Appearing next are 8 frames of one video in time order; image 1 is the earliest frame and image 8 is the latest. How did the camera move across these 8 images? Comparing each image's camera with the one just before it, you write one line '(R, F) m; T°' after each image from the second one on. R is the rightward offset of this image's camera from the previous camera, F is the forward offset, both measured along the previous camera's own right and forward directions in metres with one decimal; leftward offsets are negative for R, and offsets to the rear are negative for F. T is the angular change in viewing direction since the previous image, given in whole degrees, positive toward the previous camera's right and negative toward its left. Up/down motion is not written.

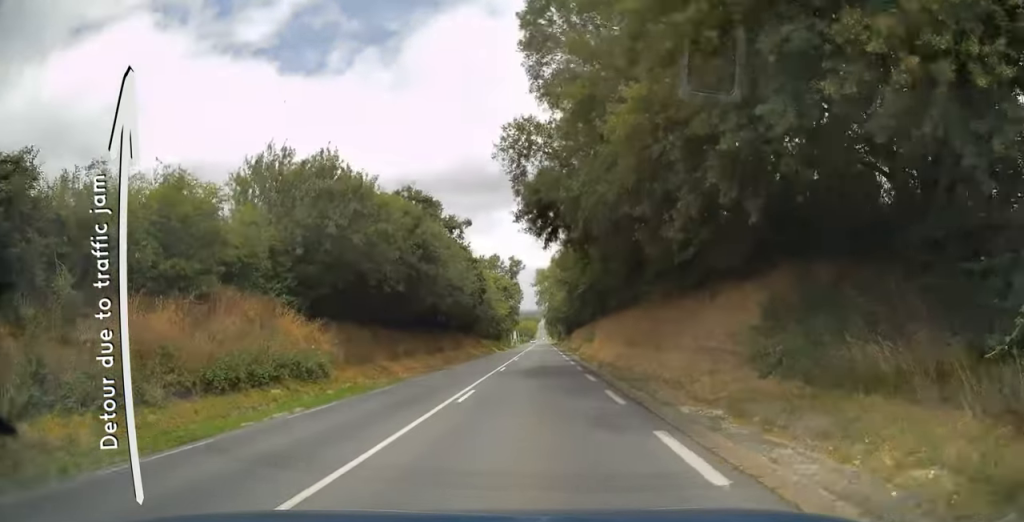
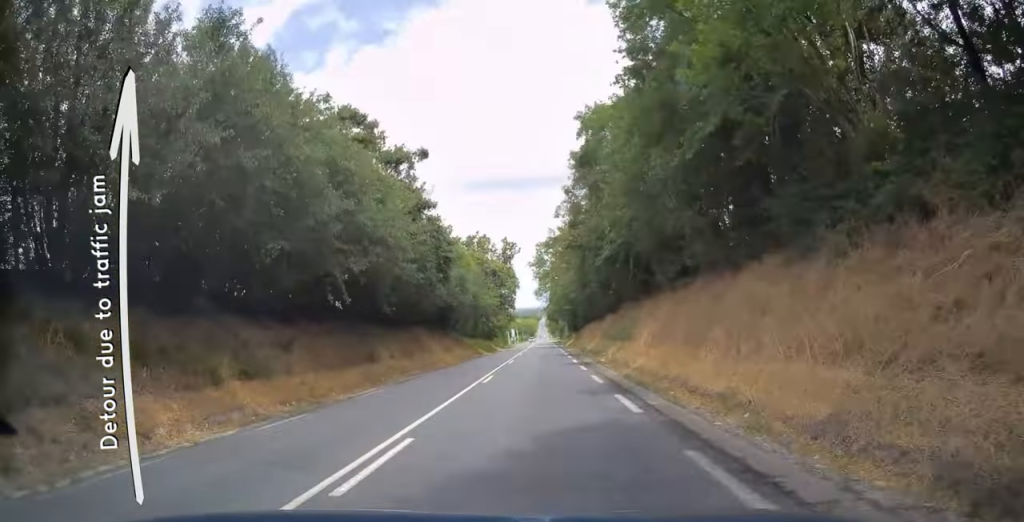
(0.0, +21.2) m; 0°
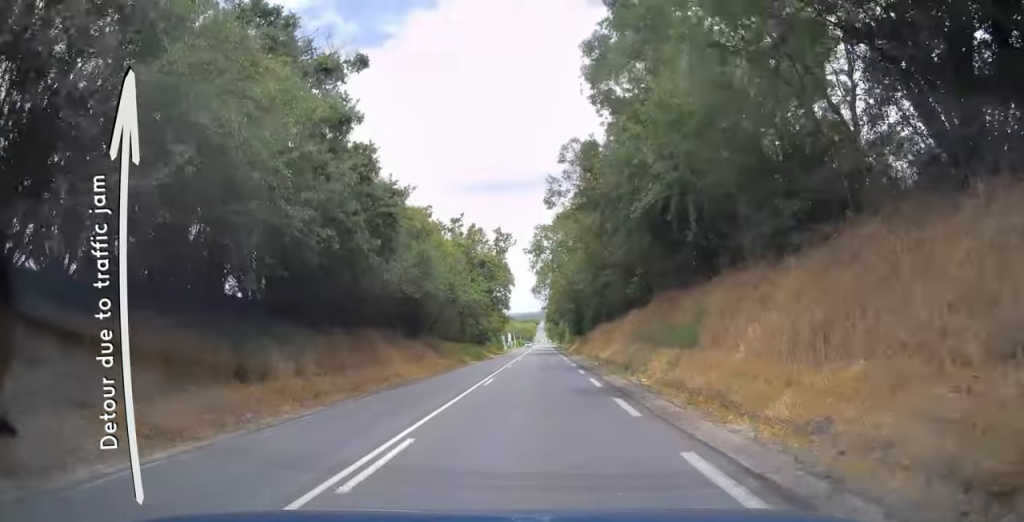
(0.0, +13.0) m; 0°
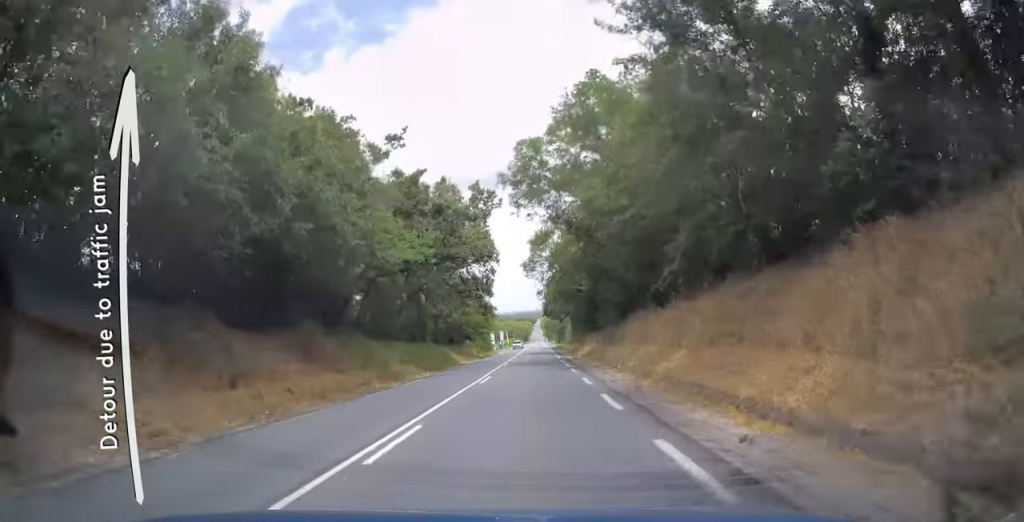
(-0.1, +25.1) m; 0°
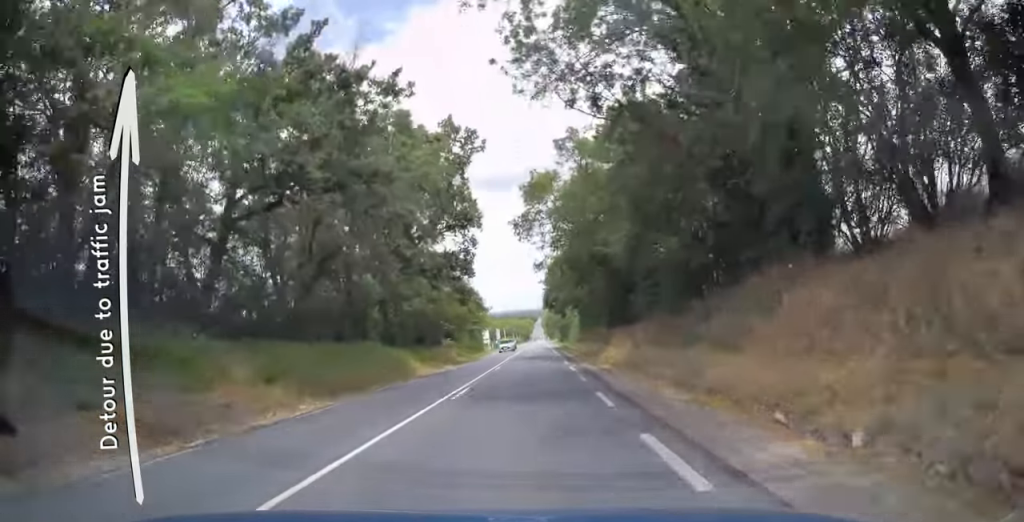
(0.0, +19.0) m; 0°
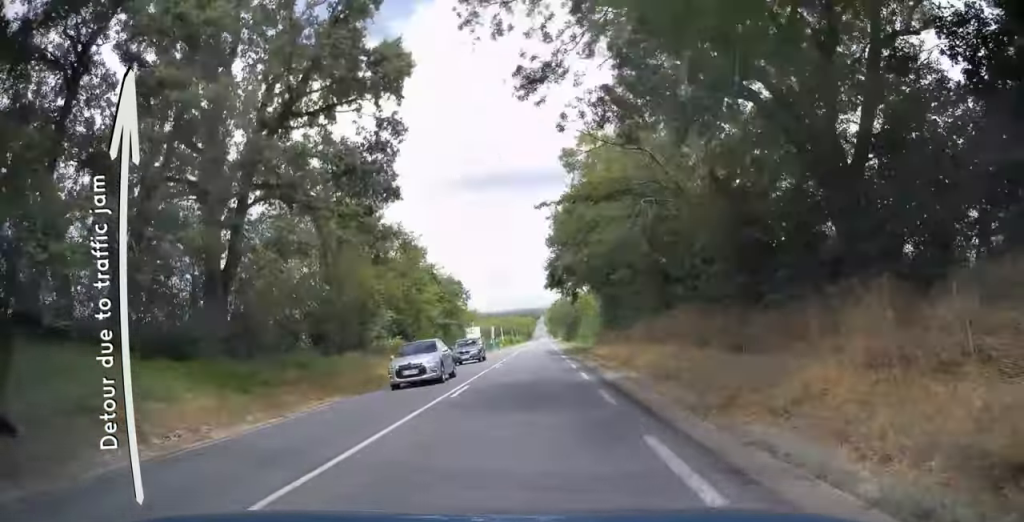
(+0.1, +26.5) m; 0°
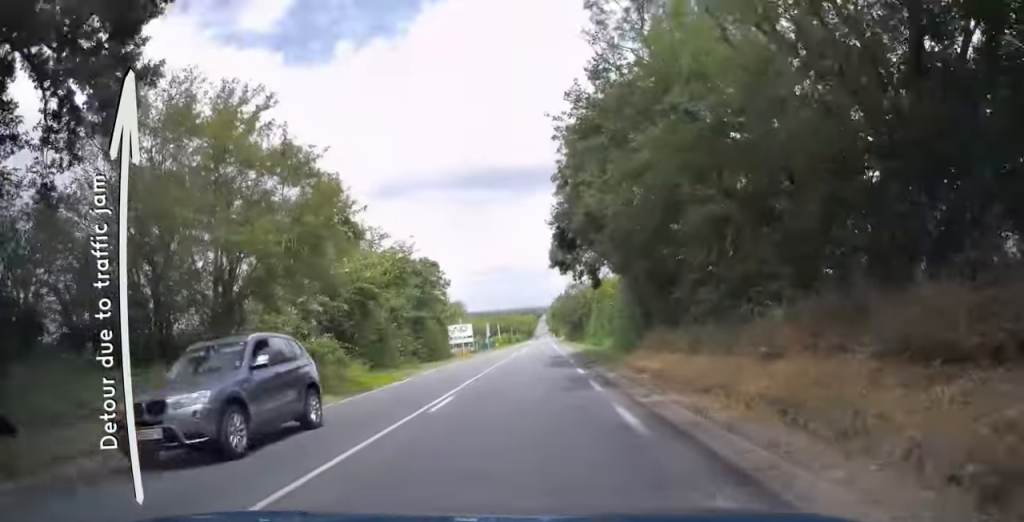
(-0.1, +16.1) m; 0°
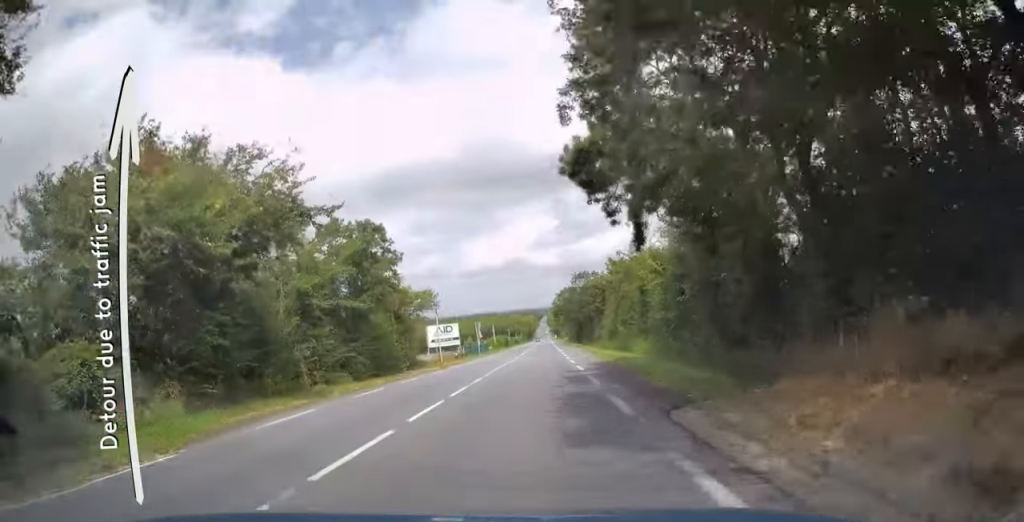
(0.0, +17.8) m; 0°
